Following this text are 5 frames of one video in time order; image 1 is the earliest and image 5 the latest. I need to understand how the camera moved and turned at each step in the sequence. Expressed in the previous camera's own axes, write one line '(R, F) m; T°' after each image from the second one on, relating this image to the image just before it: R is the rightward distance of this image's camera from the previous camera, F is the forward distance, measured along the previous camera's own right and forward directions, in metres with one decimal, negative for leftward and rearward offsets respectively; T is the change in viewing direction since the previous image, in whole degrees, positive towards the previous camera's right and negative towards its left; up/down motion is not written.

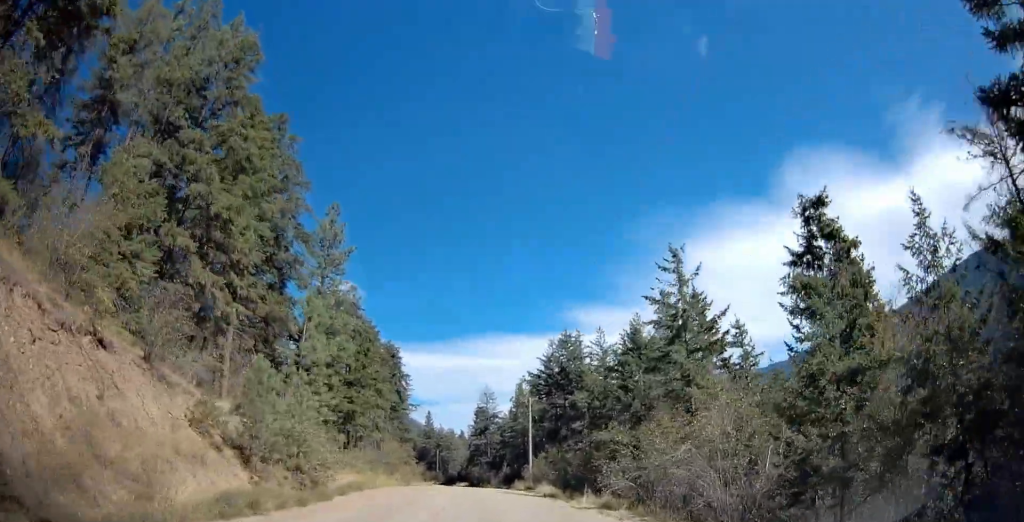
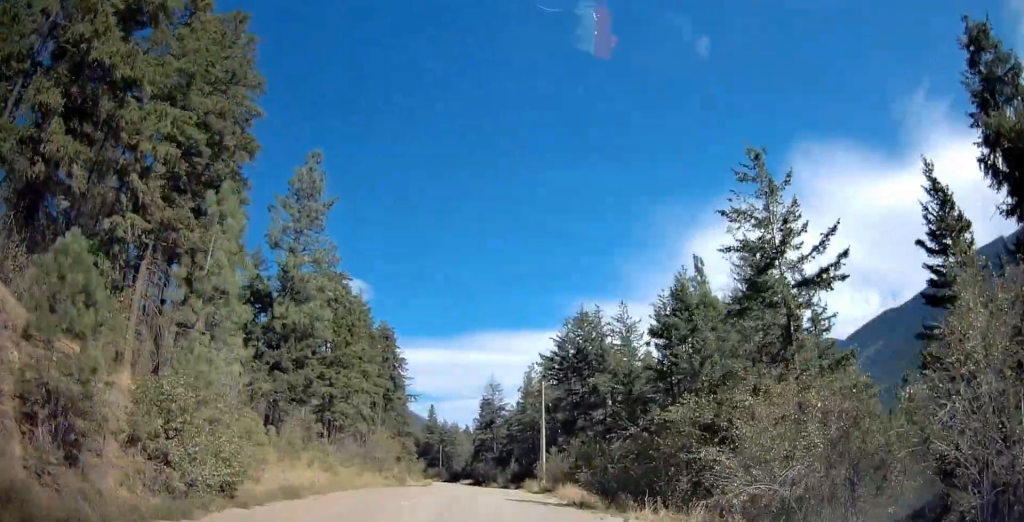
(-0.3, +10.4) m; -2°
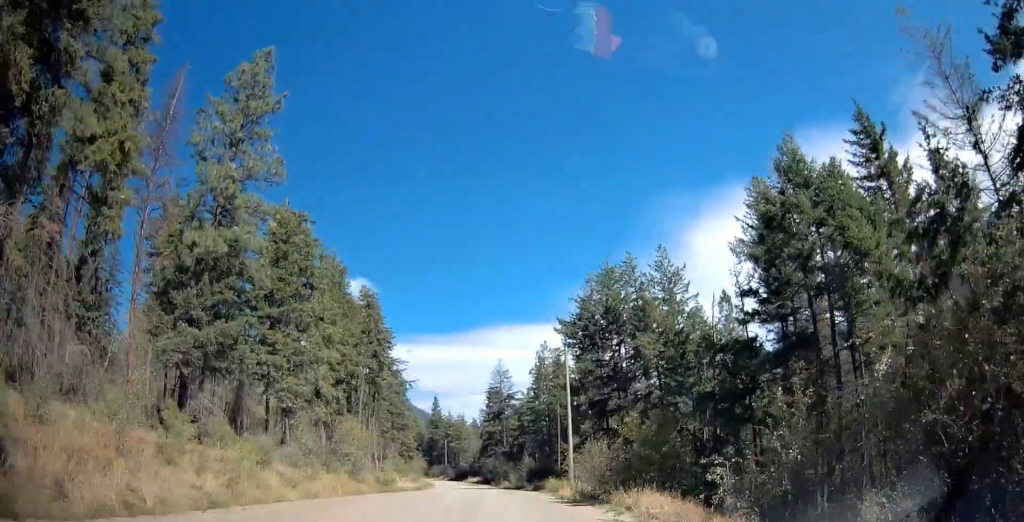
(-0.2, +14.8) m; -1°
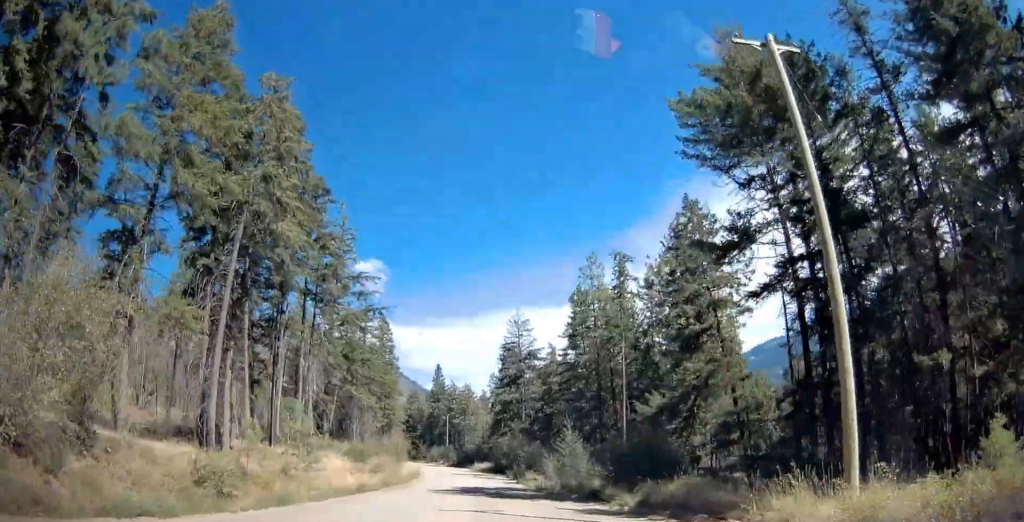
(-1.2, +34.0) m; -1°
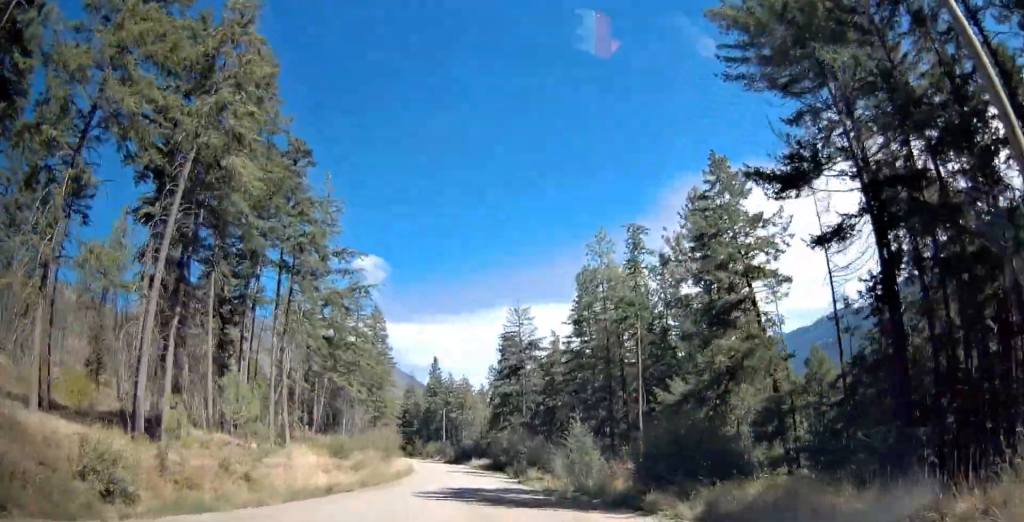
(+0.1, +5.8) m; +1°
